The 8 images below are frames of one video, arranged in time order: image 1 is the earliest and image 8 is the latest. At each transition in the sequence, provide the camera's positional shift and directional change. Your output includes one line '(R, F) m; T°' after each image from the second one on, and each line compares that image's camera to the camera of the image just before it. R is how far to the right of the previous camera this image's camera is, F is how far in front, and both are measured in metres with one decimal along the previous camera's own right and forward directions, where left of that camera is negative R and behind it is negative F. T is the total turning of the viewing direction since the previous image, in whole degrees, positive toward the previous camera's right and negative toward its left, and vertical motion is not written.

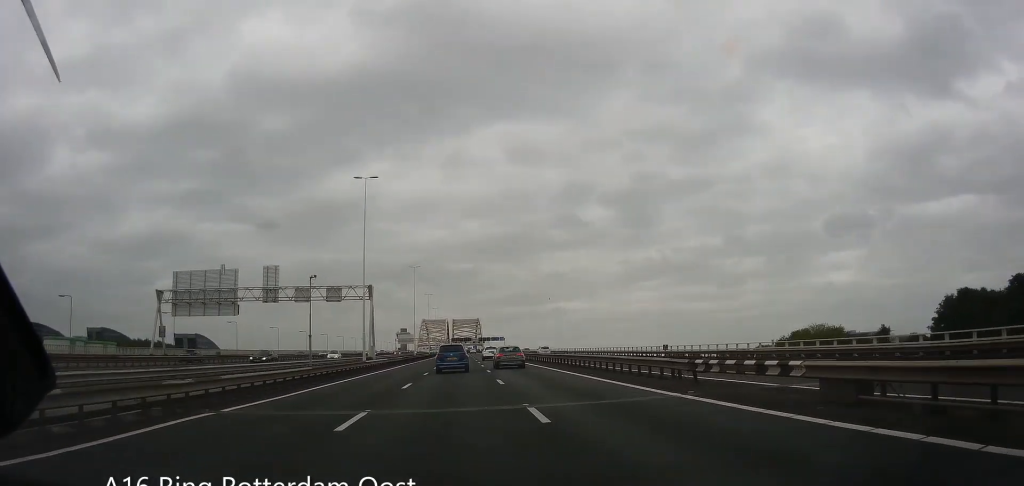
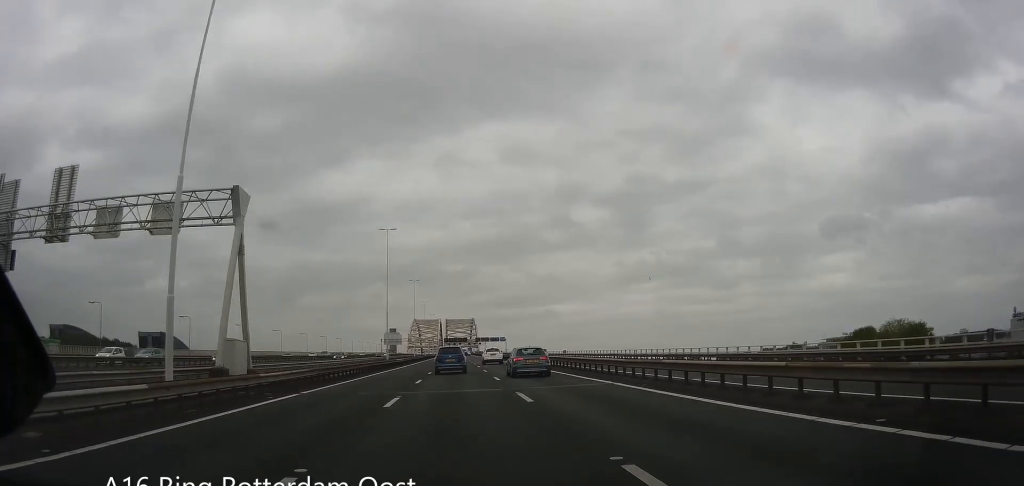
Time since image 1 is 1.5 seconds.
(+0.2, +42.5) m; 0°
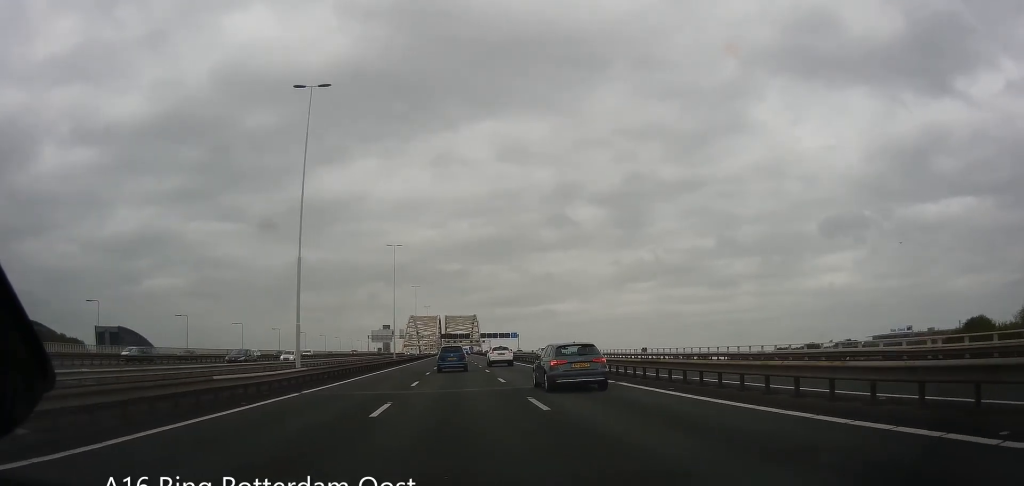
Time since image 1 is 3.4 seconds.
(0.0, +51.8) m; 0°
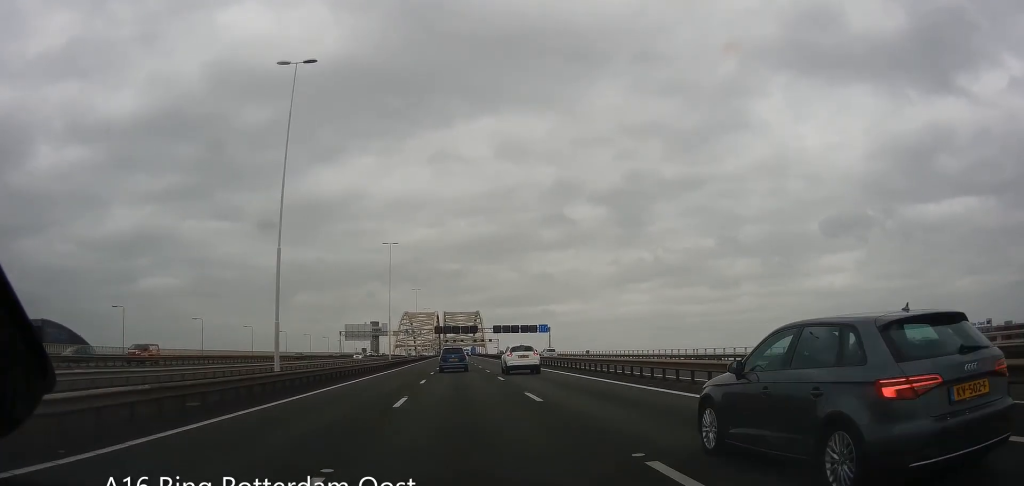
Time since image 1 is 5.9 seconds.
(0.0, +68.6) m; 0°
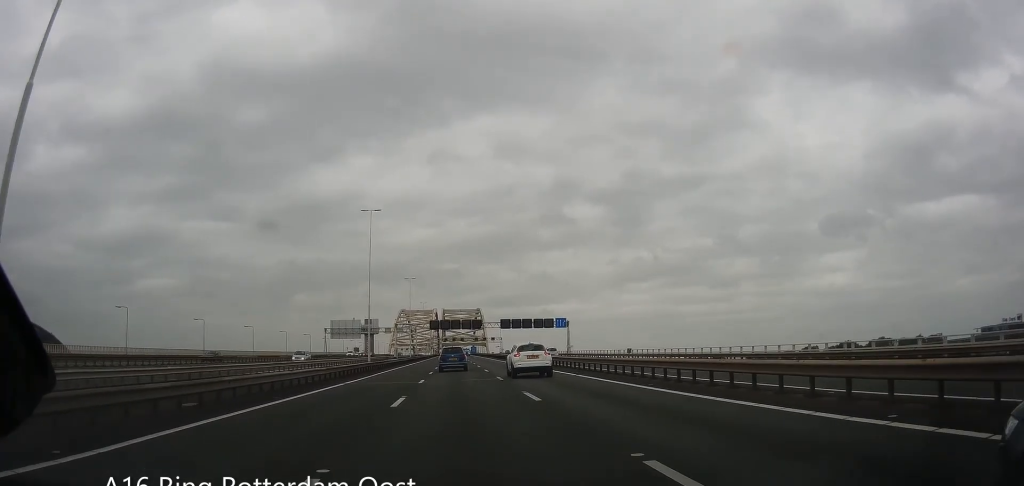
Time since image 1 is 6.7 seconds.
(0.0, +24.2) m; 0°
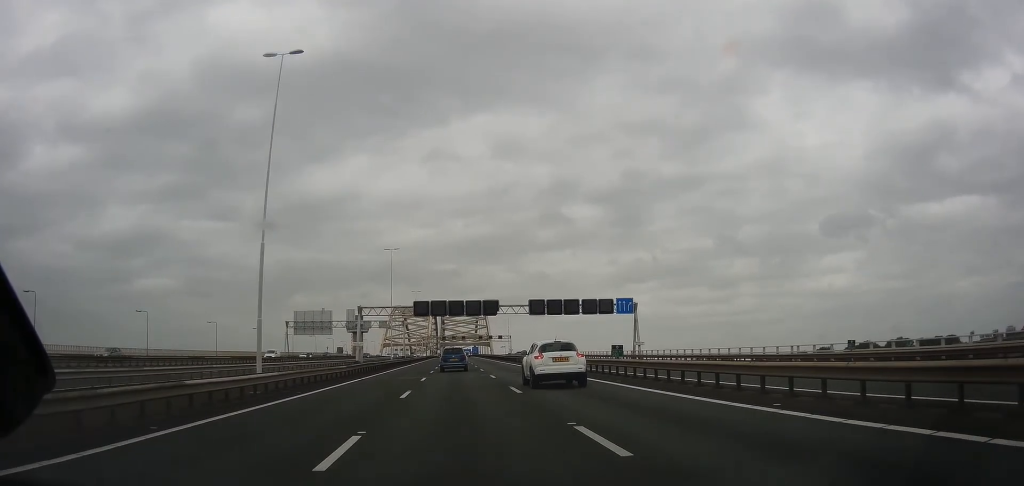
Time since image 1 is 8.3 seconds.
(0.0, +44.6) m; 0°
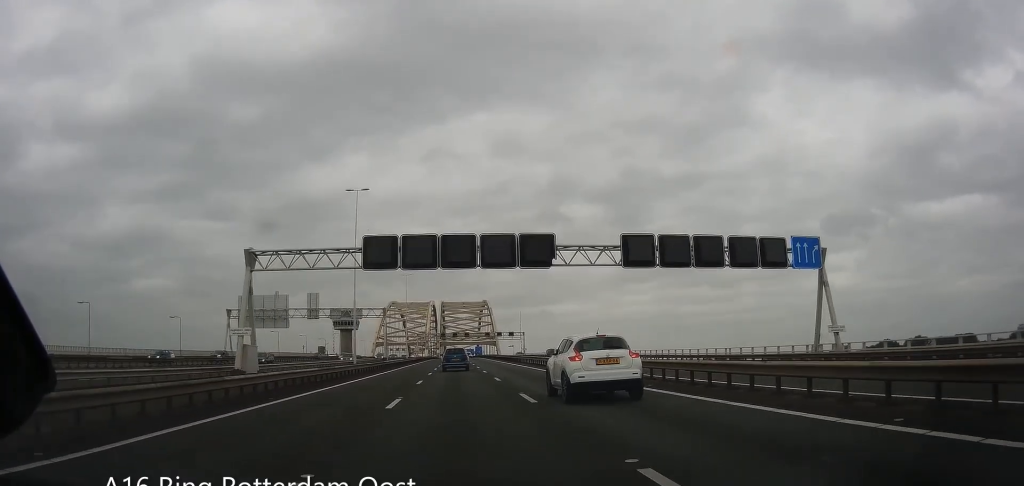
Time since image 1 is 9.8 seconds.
(-0.1, +40.8) m; 0°
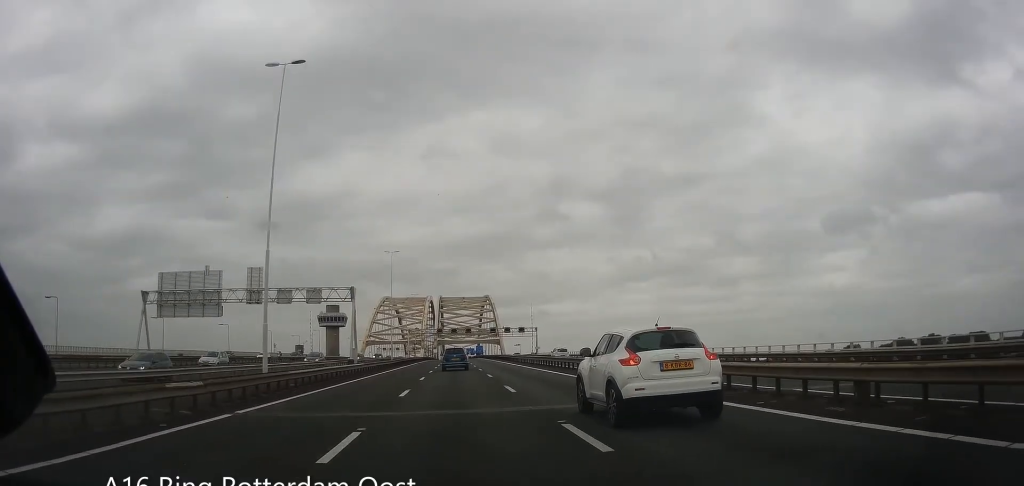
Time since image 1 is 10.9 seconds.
(0.0, +31.6) m; 0°
